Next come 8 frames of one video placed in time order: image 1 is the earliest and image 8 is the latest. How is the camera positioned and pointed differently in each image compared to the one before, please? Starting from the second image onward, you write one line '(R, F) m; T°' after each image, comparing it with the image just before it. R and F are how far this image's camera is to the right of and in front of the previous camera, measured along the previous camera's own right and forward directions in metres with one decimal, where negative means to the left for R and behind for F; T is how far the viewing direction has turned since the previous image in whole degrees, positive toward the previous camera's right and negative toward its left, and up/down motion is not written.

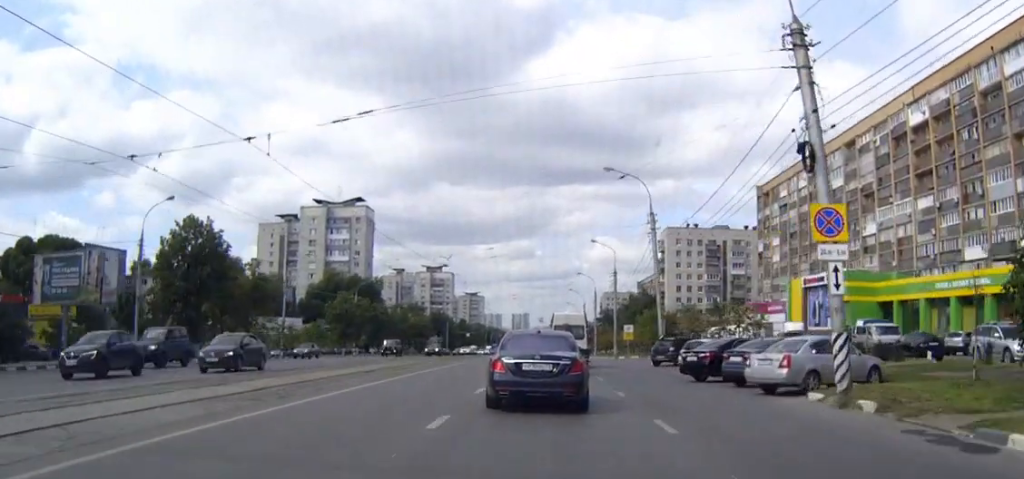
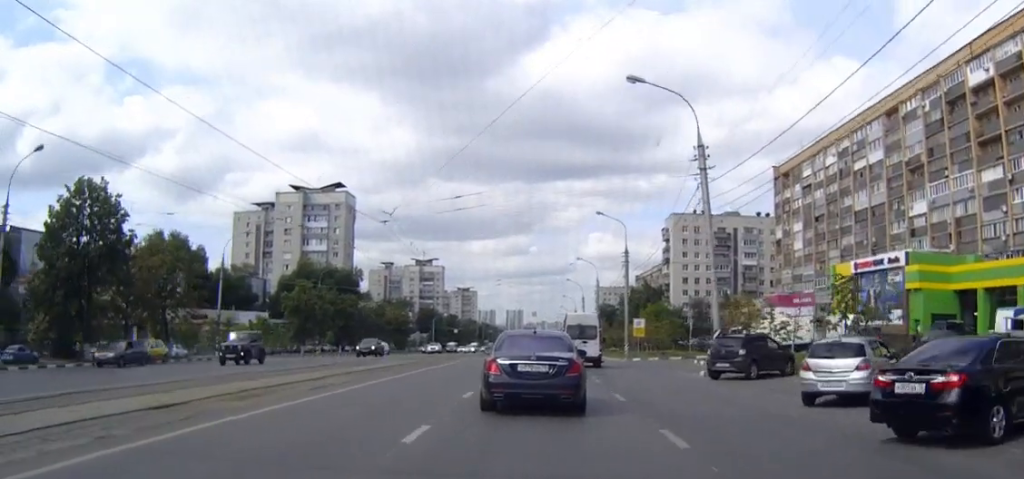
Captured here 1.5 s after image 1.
(0.0, +17.7) m; 0°
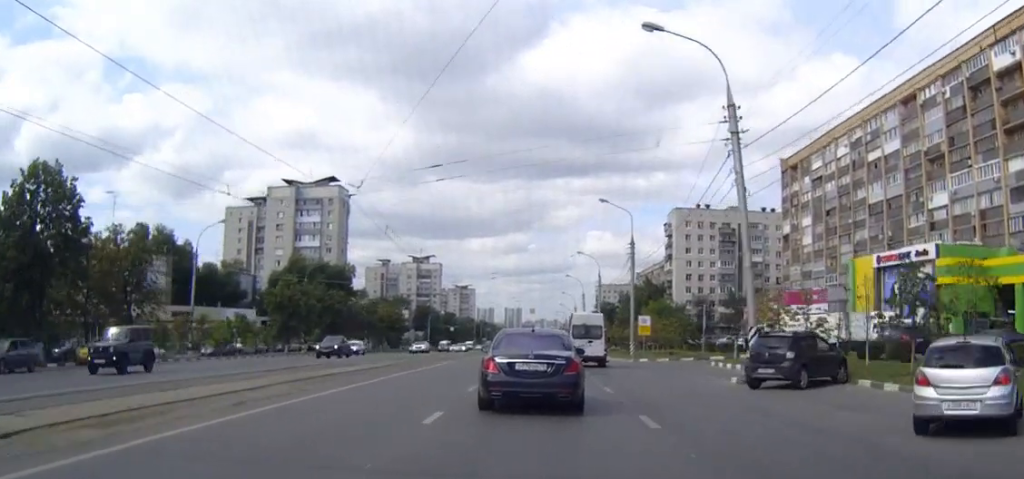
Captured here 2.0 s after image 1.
(0.0, +5.9) m; 0°
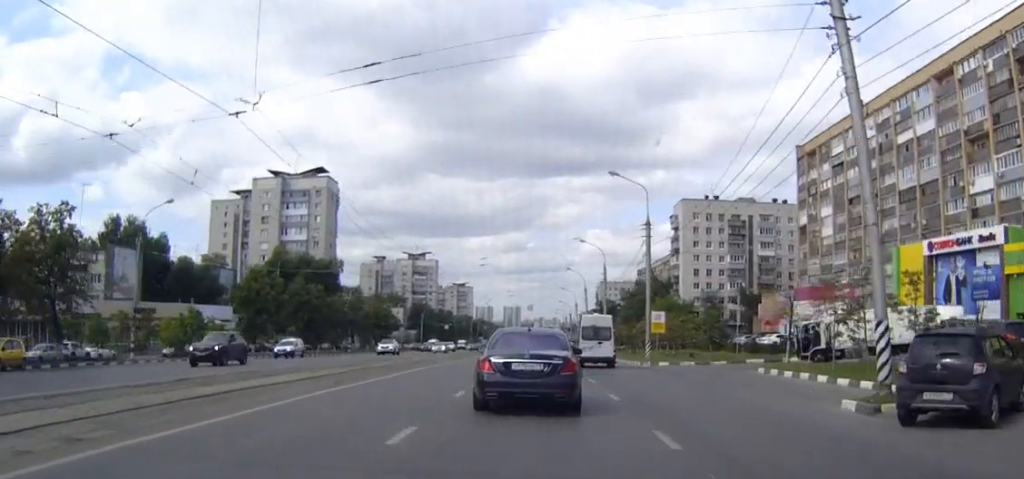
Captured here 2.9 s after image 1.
(+0.1, +10.6) m; 0°
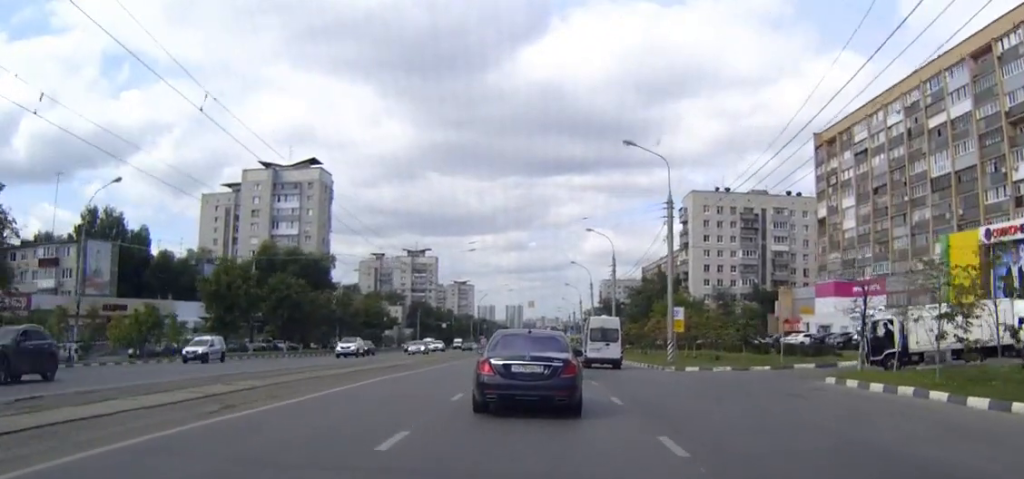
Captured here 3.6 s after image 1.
(0.0, +8.6) m; 0°
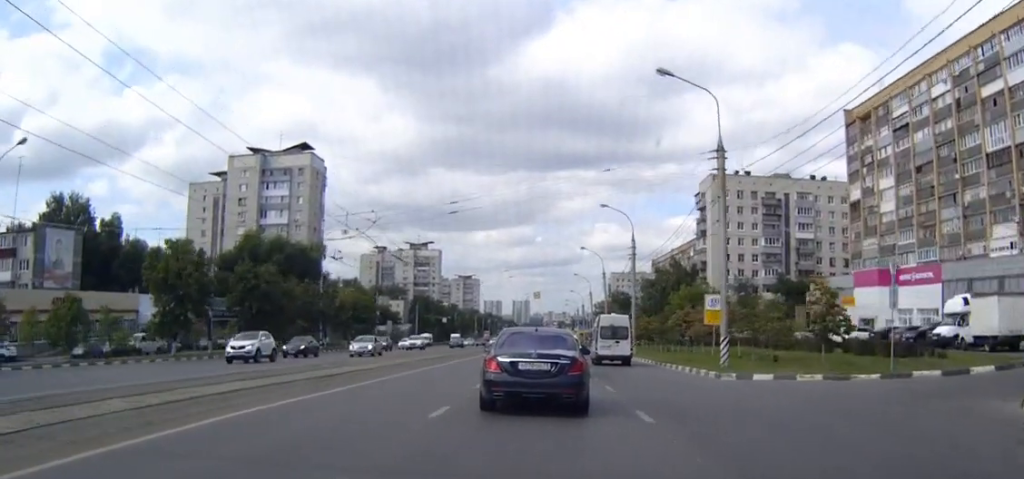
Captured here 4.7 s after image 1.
(-0.1, +12.2) m; 0°
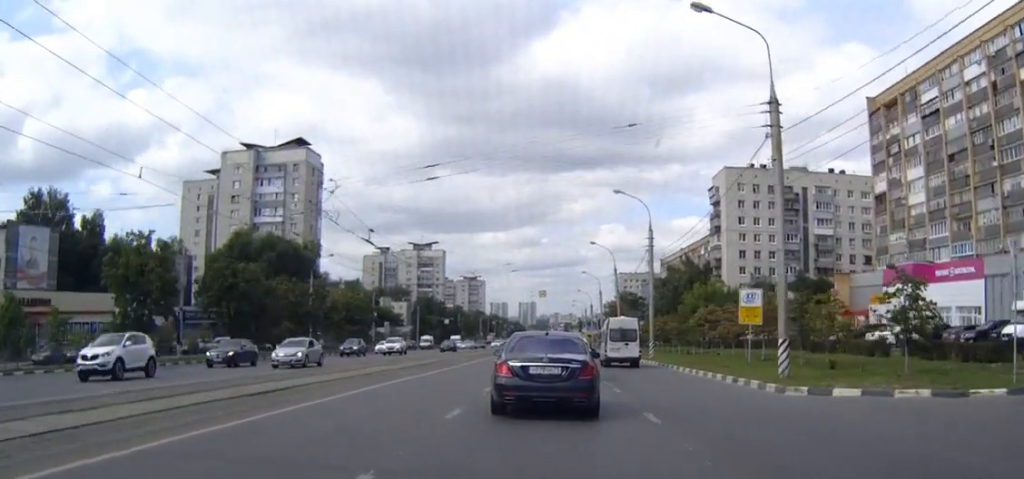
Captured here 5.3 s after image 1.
(0.0, +7.5) m; 0°
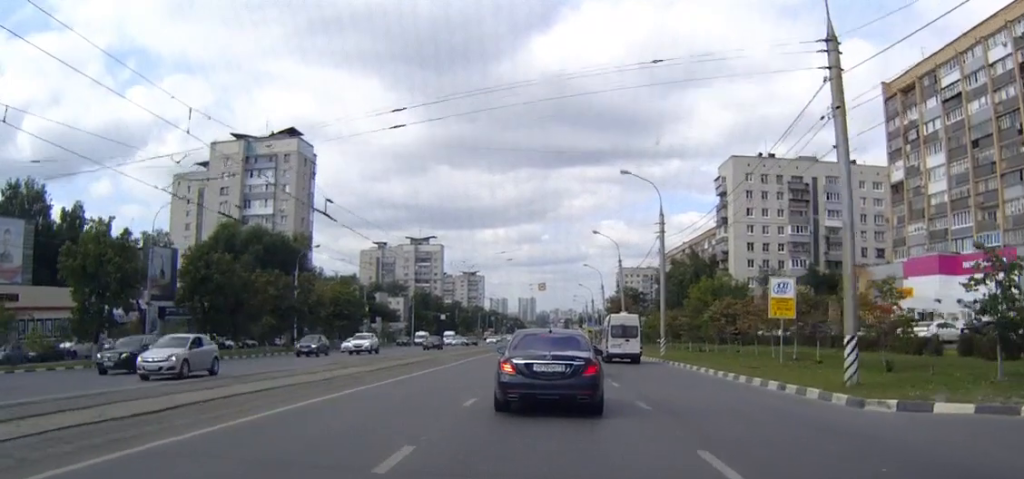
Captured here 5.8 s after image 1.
(0.0, +5.9) m; 0°
